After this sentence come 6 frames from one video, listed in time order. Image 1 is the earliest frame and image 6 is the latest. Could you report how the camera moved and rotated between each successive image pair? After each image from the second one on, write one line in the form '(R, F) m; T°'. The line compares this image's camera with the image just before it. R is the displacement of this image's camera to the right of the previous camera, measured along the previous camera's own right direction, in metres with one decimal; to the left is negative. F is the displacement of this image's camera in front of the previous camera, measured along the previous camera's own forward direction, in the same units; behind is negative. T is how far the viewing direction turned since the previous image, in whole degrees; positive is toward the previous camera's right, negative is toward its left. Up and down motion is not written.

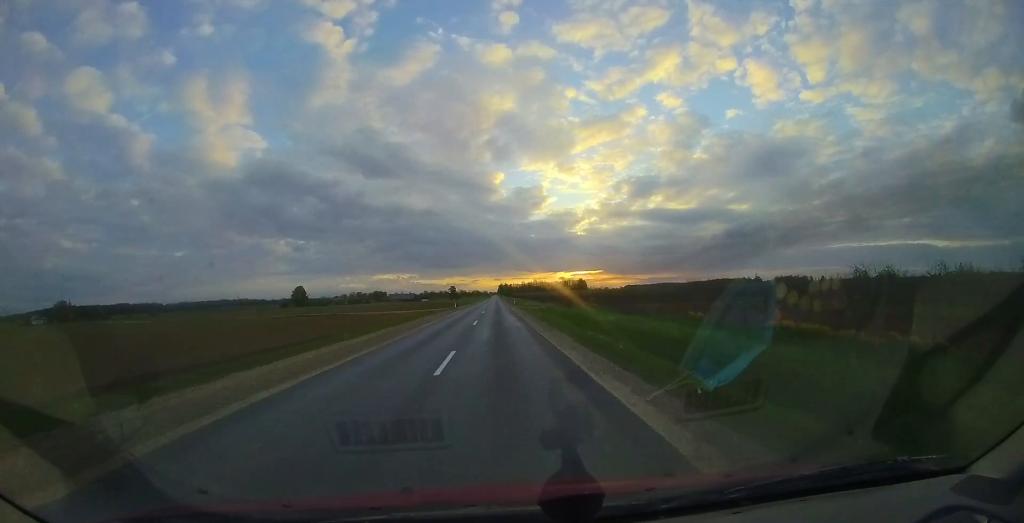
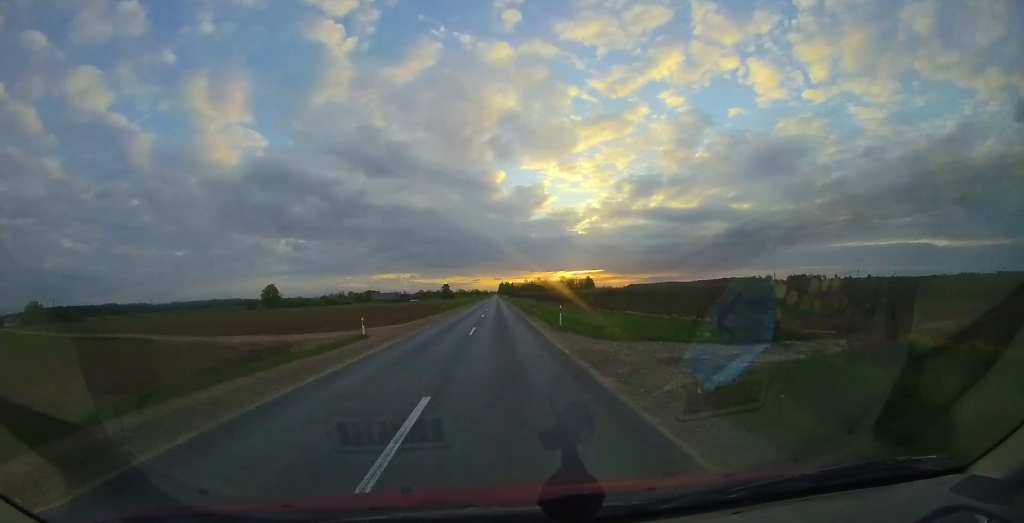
(+0.1, +39.7) m; 0°
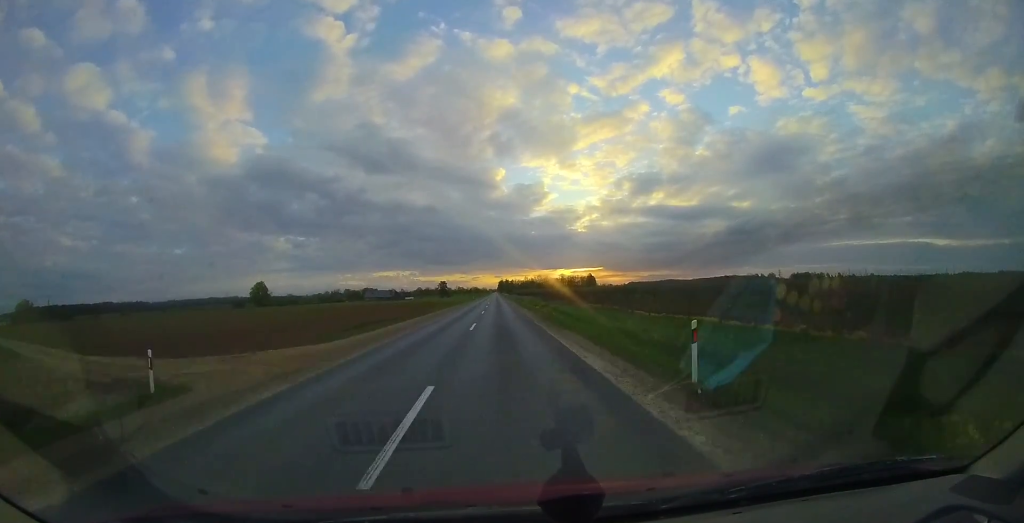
(0.0, +11.8) m; -1°
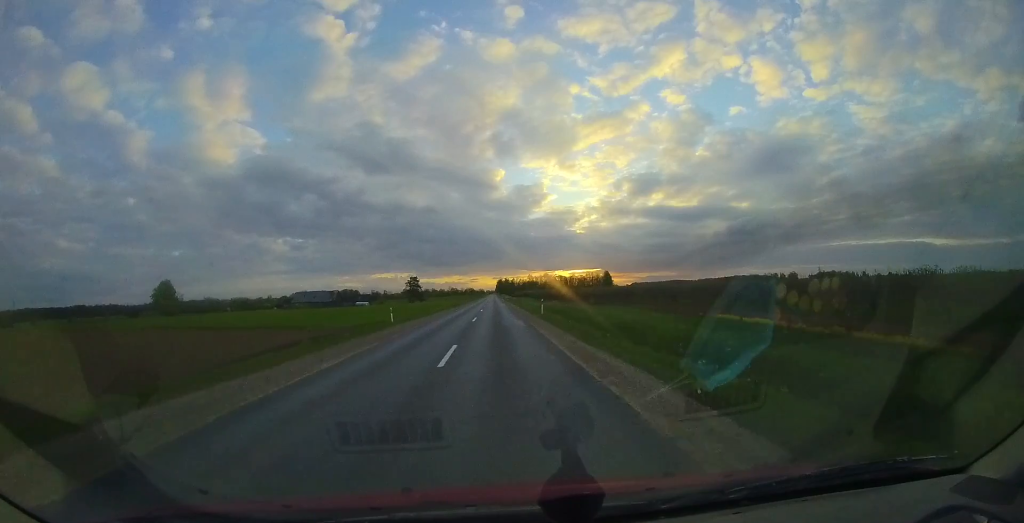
(-1.7, +79.5) m; 0°
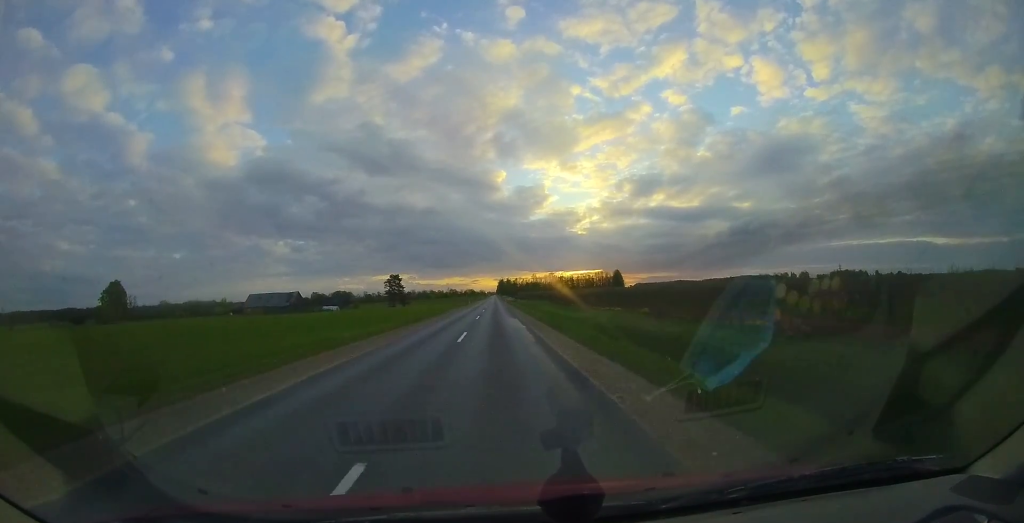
(-0.3, +31.0) m; -1°
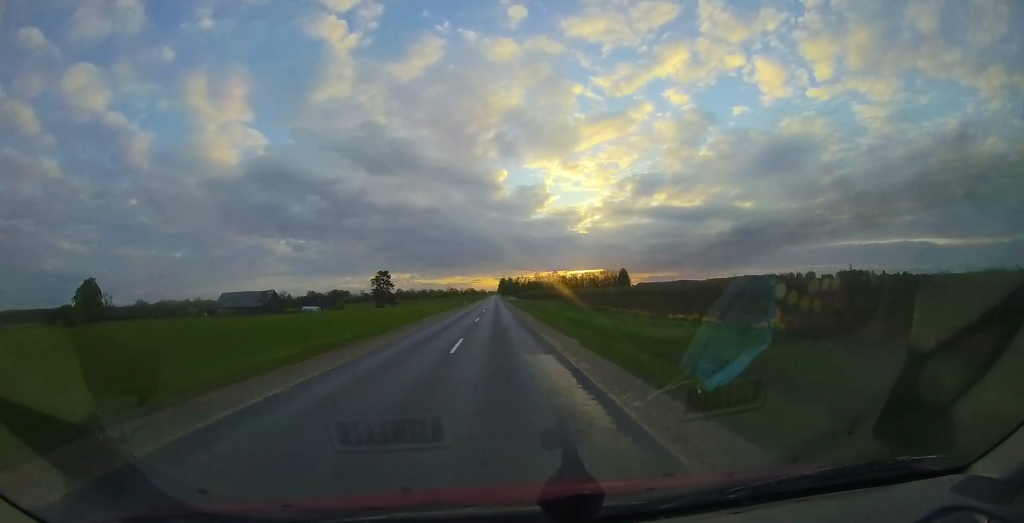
(-0.1, +14.5) m; 0°
